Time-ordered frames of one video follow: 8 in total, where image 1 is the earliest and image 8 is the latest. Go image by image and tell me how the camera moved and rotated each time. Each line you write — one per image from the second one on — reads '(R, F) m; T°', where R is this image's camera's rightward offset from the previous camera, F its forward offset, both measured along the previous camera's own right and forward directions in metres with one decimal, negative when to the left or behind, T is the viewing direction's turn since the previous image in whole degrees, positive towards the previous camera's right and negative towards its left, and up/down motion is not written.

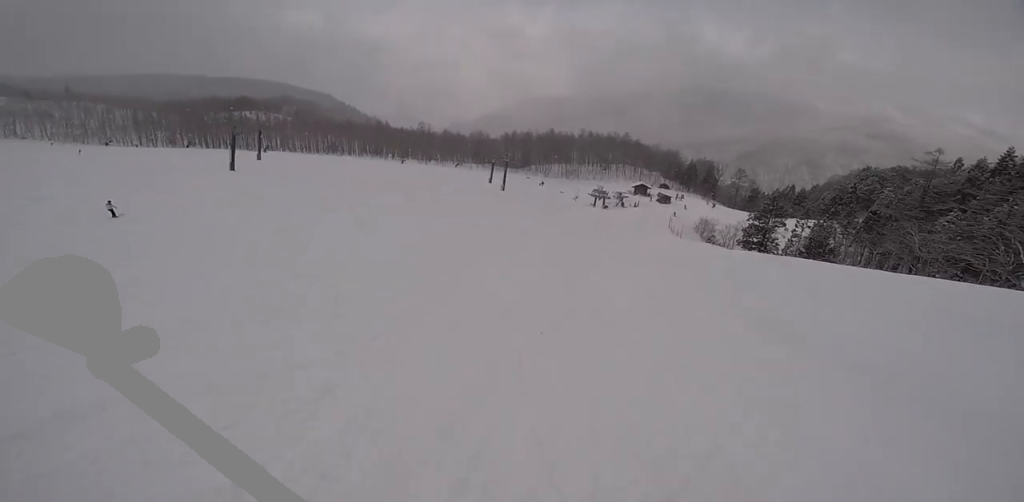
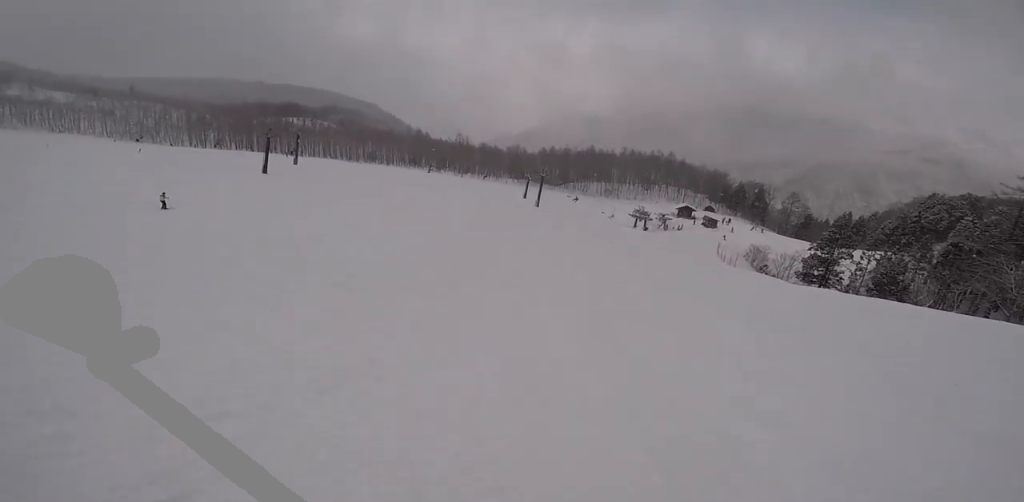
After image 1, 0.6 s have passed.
(-0.2, +4.8) m; -5°
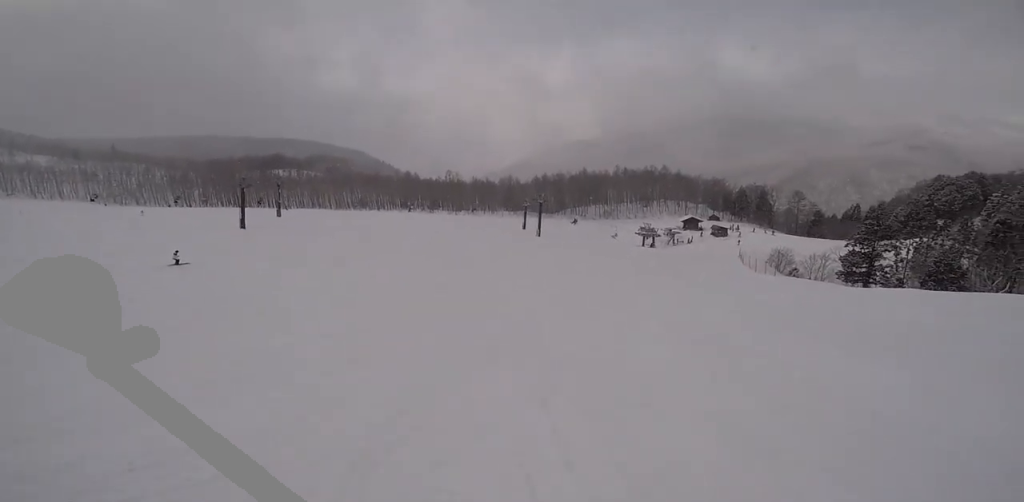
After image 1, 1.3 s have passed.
(-0.4, +6.3) m; +3°
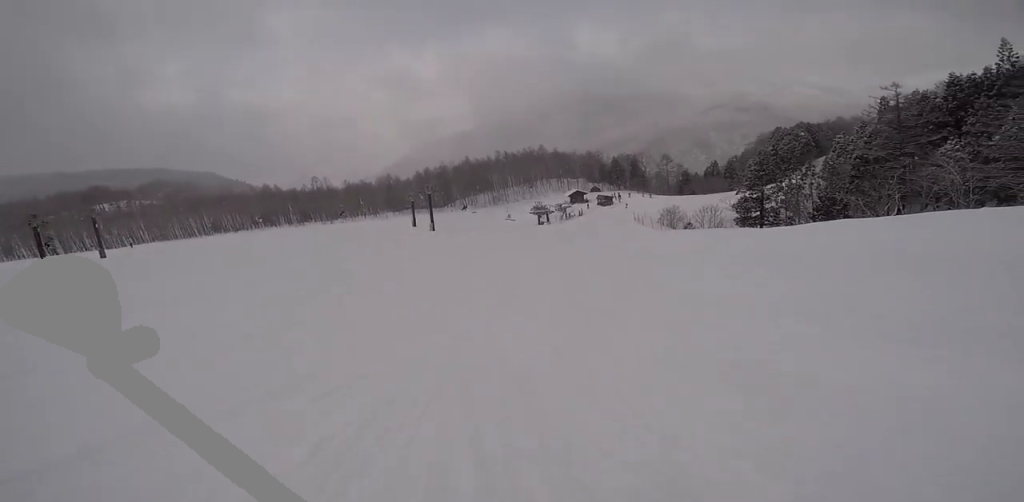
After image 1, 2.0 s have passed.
(-0.2, +6.3) m; +10°
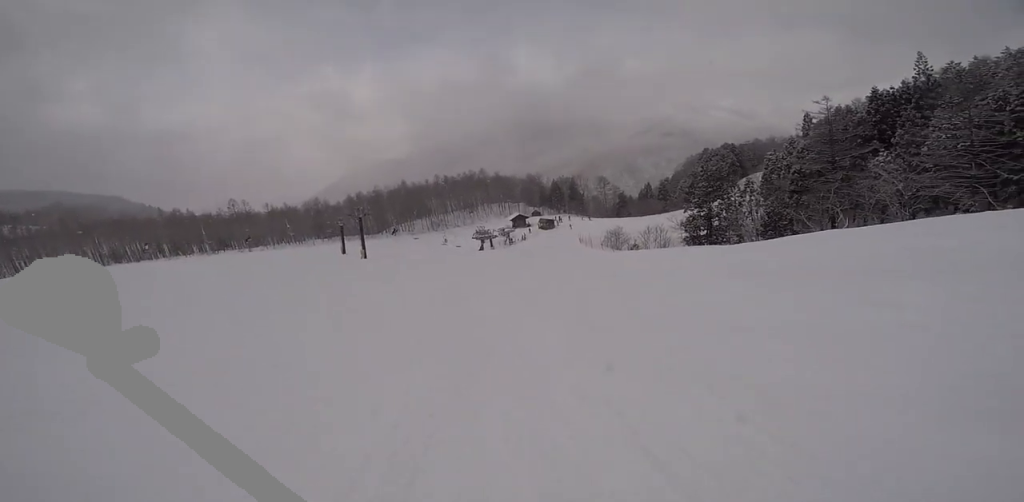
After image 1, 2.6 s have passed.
(+1.0, +5.1) m; +12°
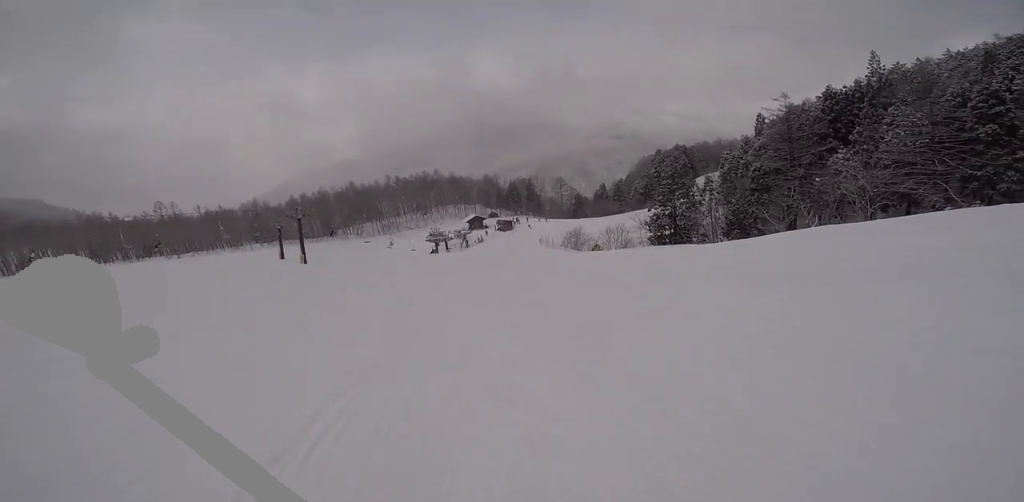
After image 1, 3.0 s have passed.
(+0.3, +4.0) m; +6°
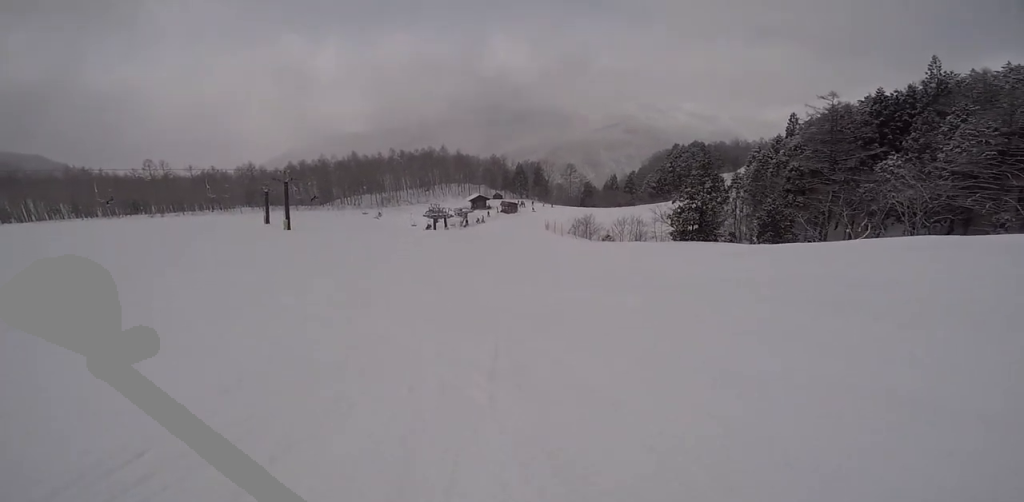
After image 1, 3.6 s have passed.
(+0.6, +5.0) m; 0°
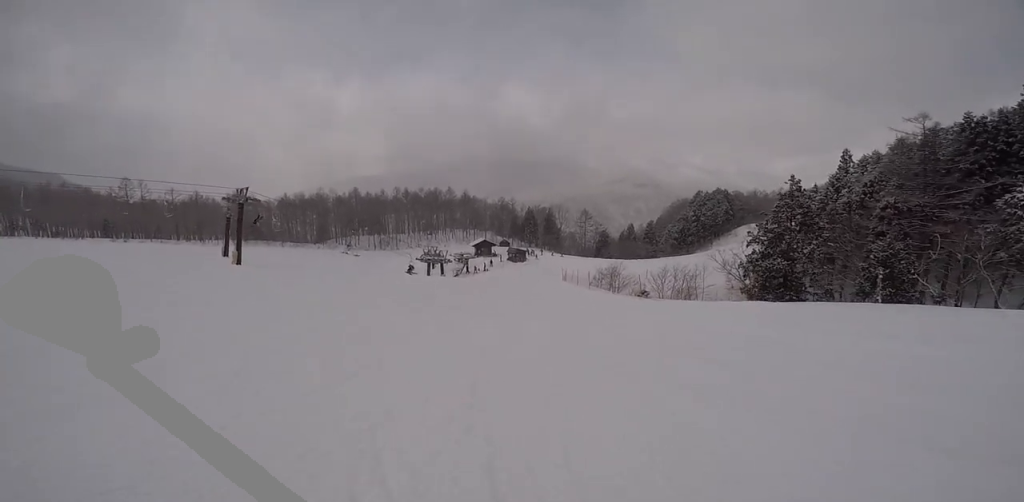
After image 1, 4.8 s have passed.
(-0.7, +12.7) m; -5°
